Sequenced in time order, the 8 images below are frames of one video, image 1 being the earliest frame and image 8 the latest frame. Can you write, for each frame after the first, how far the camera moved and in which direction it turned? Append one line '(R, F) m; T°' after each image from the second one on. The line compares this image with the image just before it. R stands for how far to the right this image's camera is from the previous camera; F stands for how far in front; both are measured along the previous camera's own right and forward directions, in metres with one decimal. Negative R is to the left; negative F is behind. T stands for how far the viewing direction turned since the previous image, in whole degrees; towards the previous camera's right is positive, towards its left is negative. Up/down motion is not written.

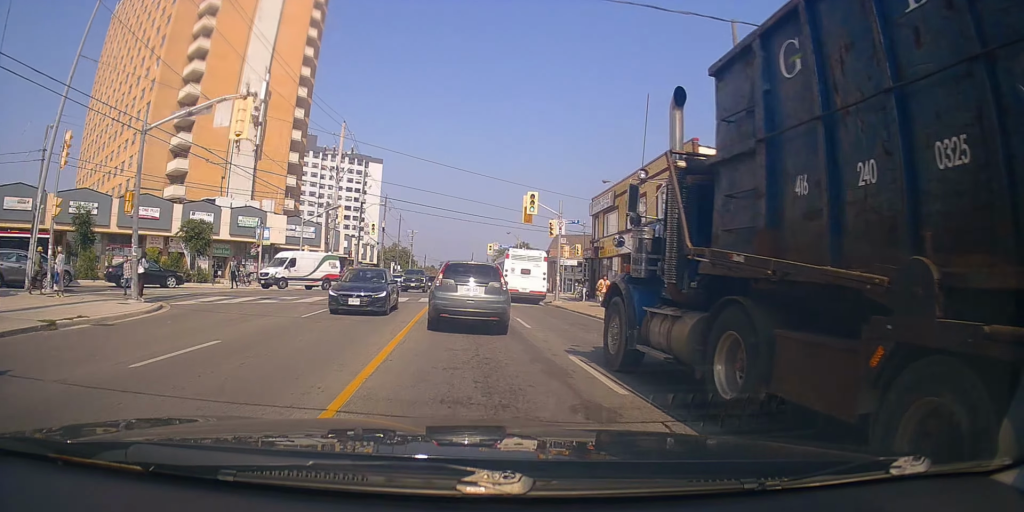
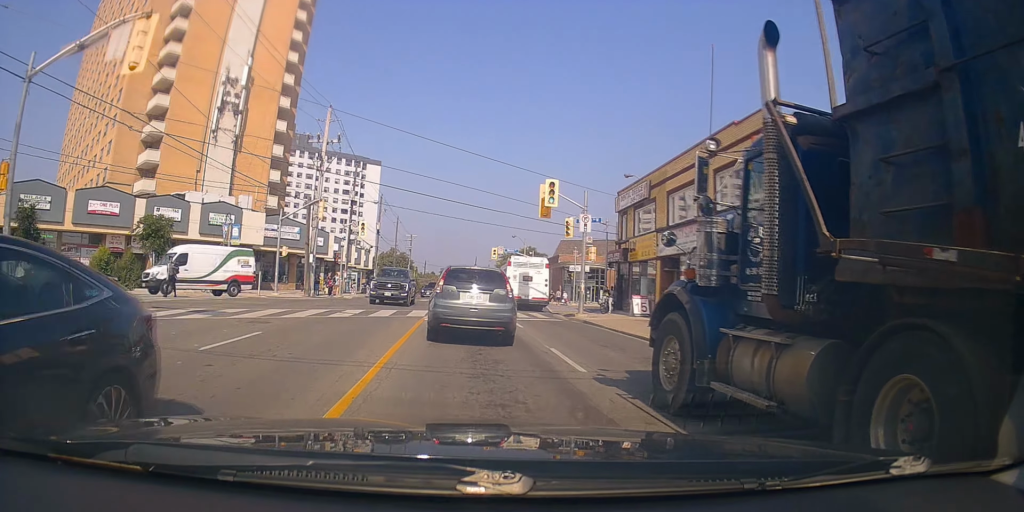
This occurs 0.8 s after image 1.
(0.0, +6.1) m; 0°
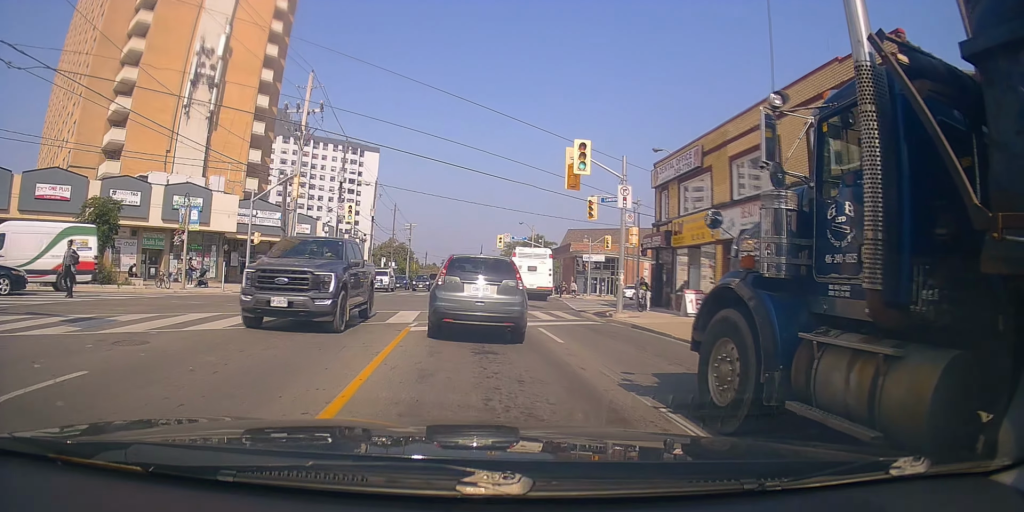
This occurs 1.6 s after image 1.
(0.0, +6.0) m; +1°
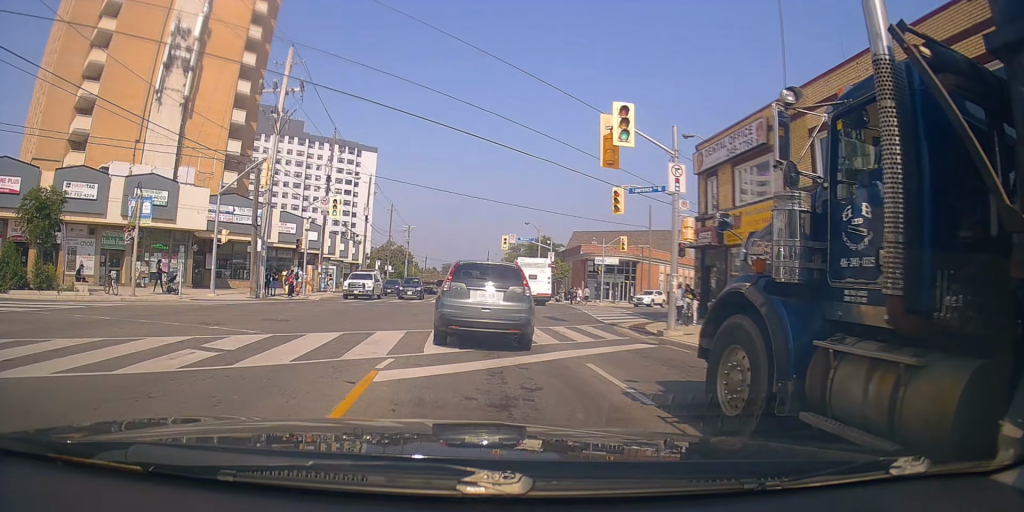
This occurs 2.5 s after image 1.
(+0.1, +5.8) m; 0°
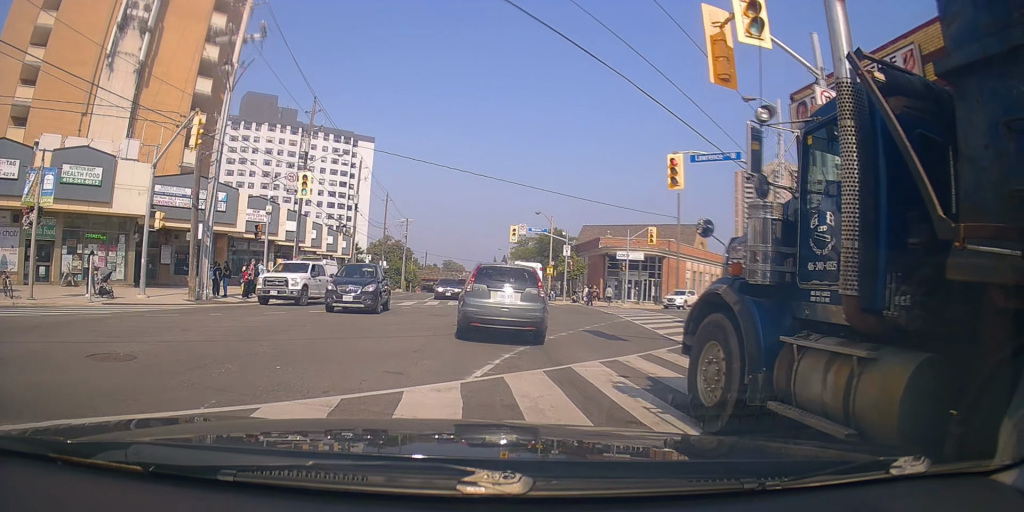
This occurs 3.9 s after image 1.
(-0.2, +8.4) m; -1°
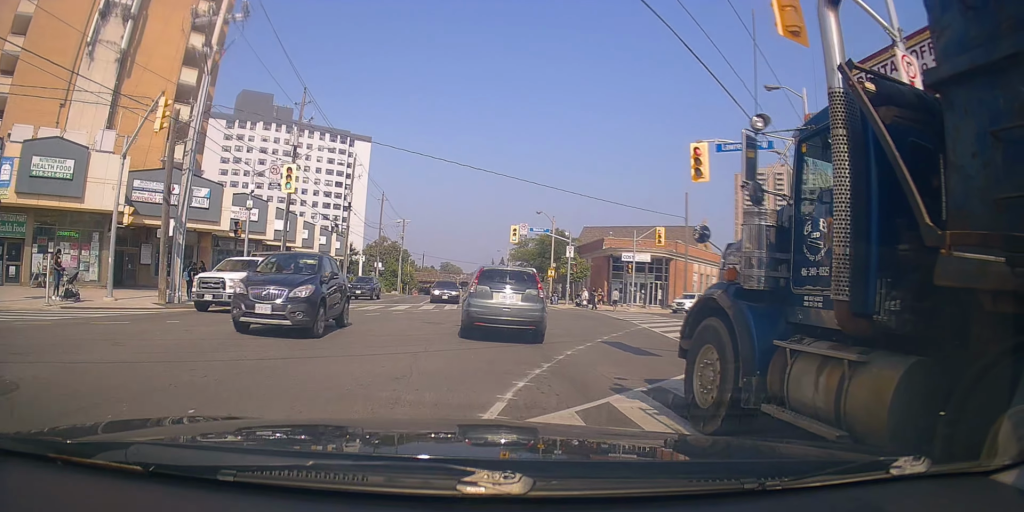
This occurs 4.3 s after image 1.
(0.0, +2.4) m; 0°
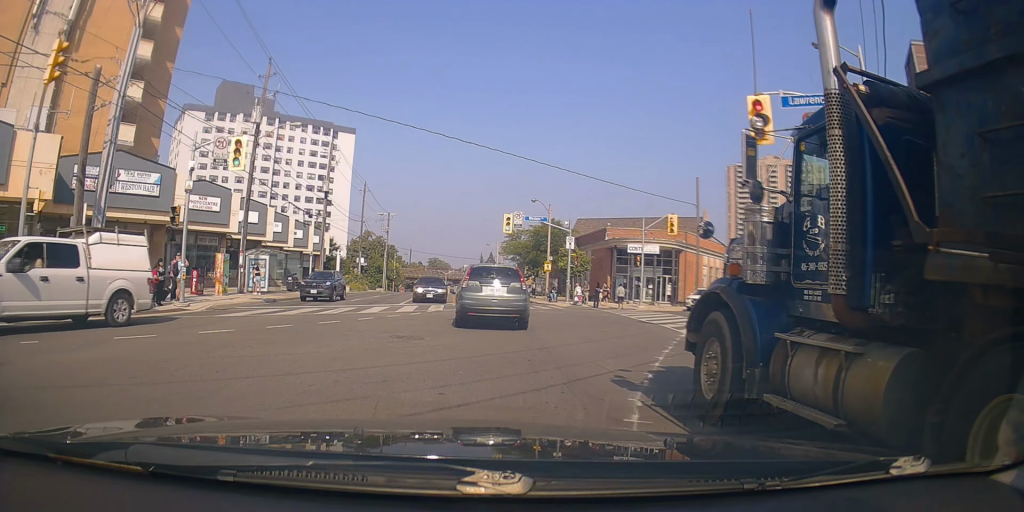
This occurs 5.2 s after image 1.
(+0.2, +4.7) m; 0°
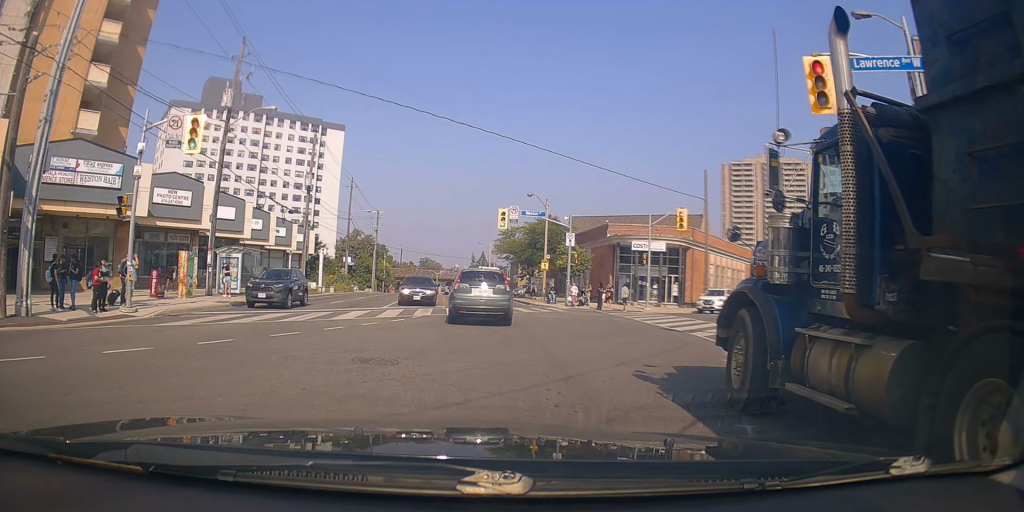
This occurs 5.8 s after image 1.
(-0.2, +3.3) m; -2°
